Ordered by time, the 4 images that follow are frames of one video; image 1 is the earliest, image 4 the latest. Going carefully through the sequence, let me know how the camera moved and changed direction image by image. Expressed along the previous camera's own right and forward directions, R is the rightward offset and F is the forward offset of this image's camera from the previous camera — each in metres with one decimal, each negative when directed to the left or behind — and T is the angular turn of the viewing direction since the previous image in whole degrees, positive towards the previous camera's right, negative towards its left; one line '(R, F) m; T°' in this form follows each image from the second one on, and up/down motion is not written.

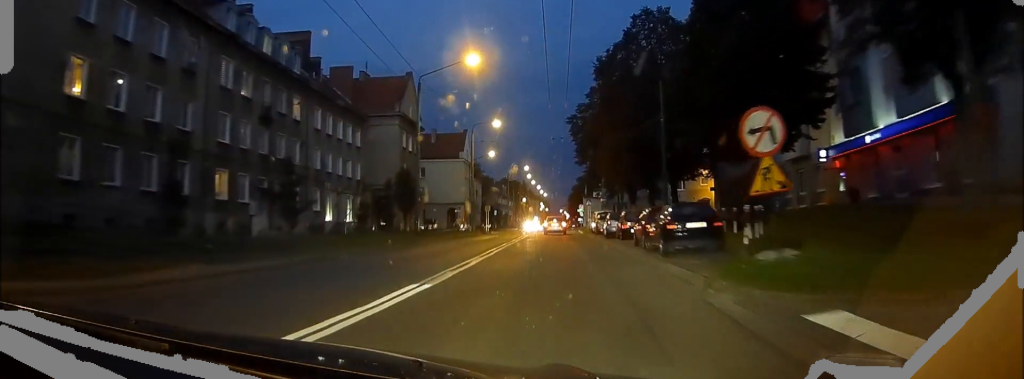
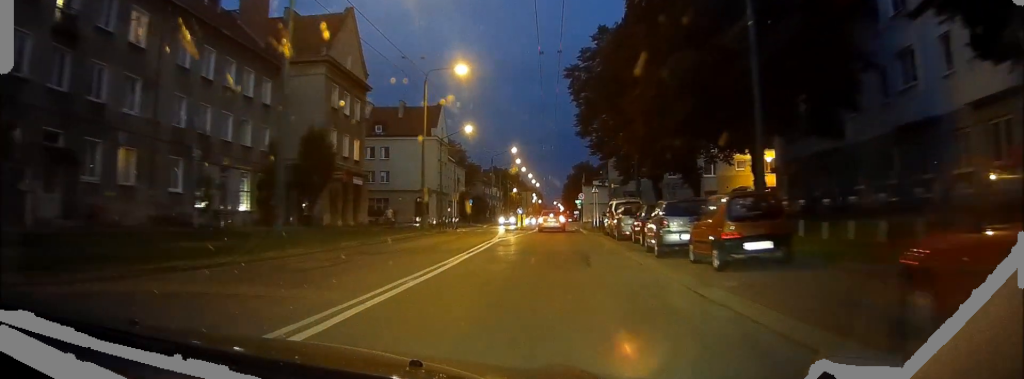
(-0.1, +20.6) m; -1°
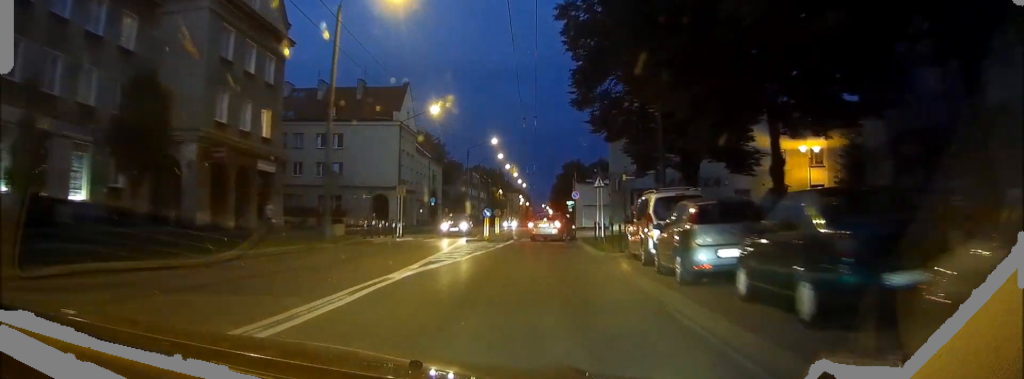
(+0.1, +16.0) m; +1°
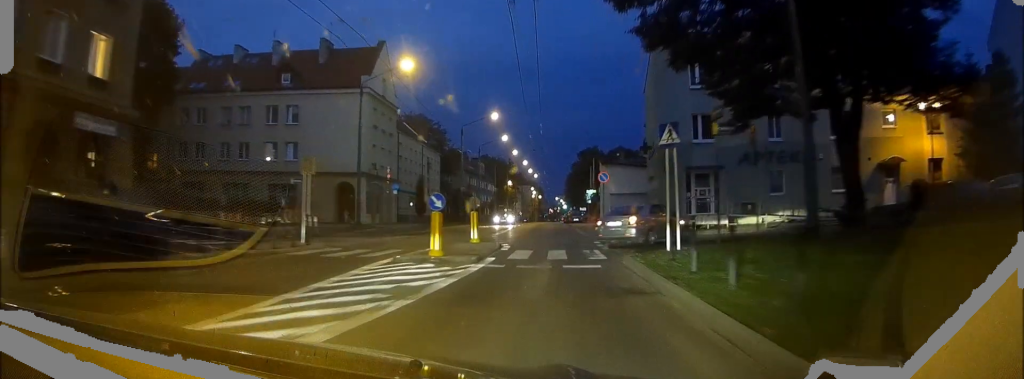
(0.0, +17.8) m; -1°
